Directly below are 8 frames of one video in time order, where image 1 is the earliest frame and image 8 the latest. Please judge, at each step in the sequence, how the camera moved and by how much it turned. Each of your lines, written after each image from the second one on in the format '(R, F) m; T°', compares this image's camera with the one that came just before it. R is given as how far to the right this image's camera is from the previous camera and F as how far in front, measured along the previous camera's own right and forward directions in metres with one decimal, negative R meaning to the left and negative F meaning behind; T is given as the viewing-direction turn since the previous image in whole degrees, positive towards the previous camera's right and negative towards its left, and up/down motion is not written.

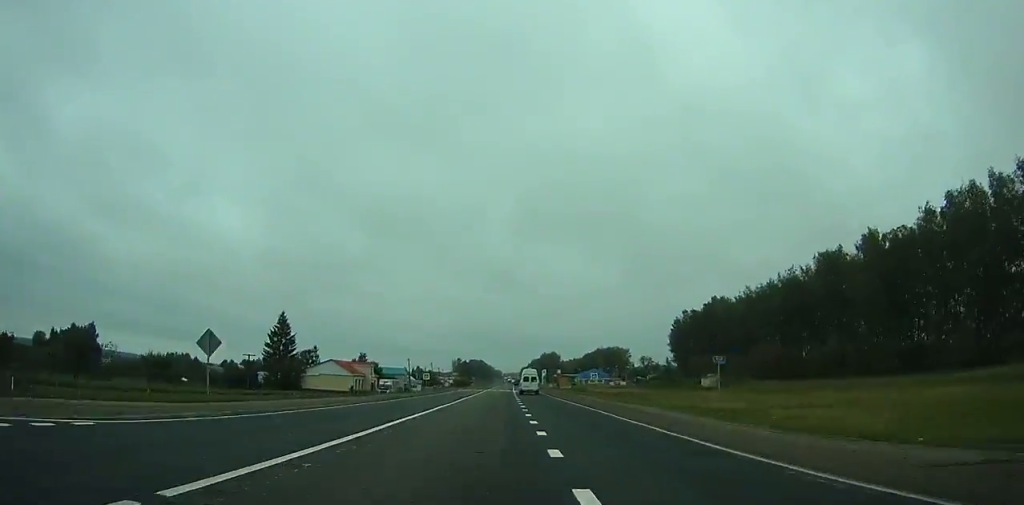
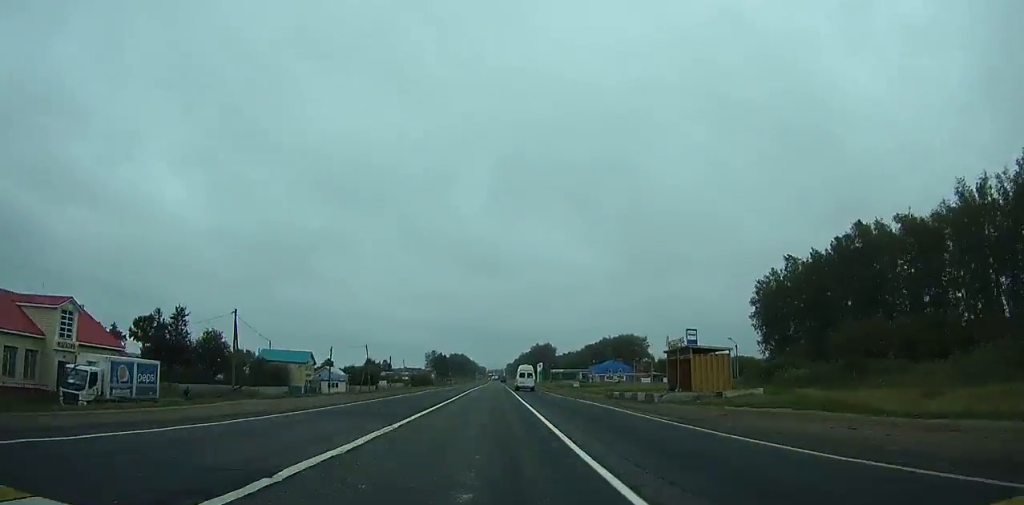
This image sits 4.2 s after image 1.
(+1.8, +82.3) m; +2°
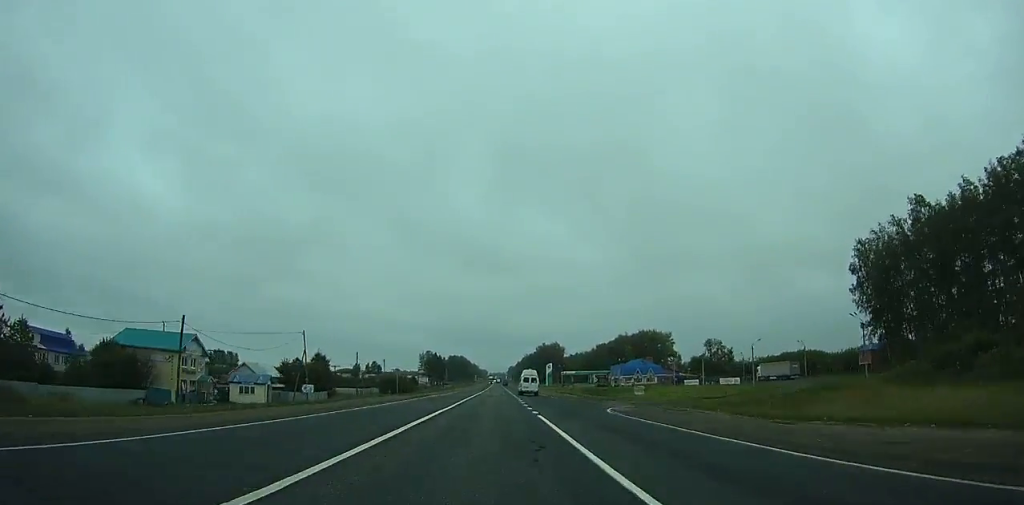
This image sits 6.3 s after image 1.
(+0.1, +41.6) m; 0°
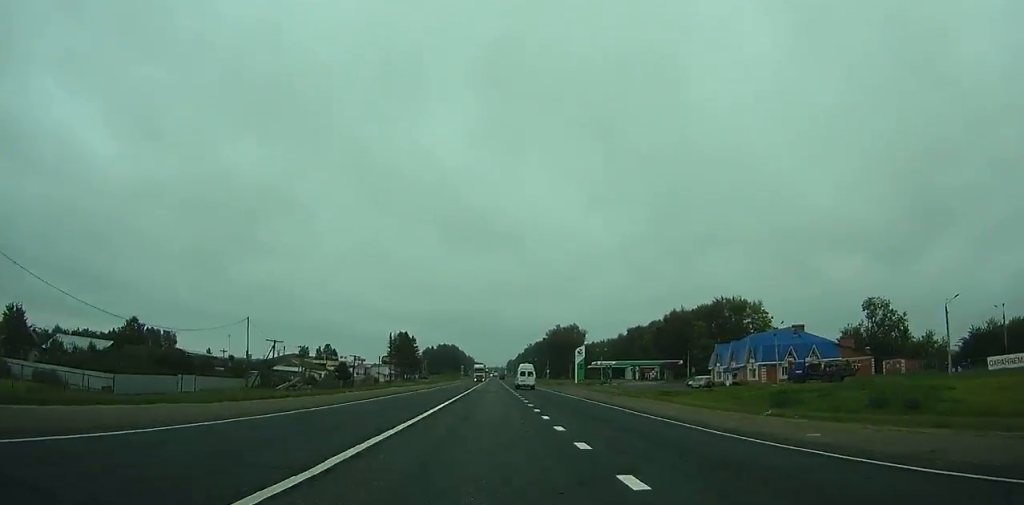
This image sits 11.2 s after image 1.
(-0.2, +98.8) m; 0°
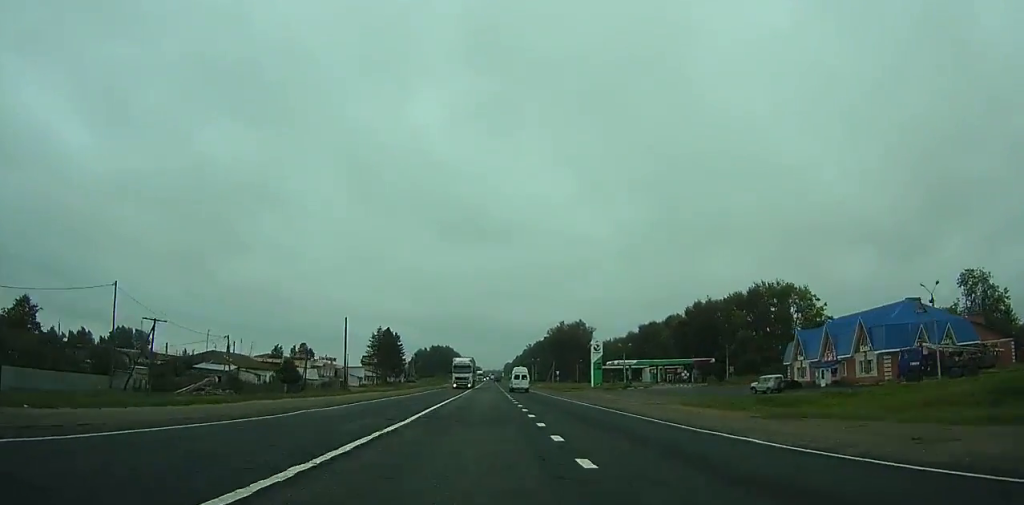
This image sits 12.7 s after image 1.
(0.0, +30.5) m; 0°
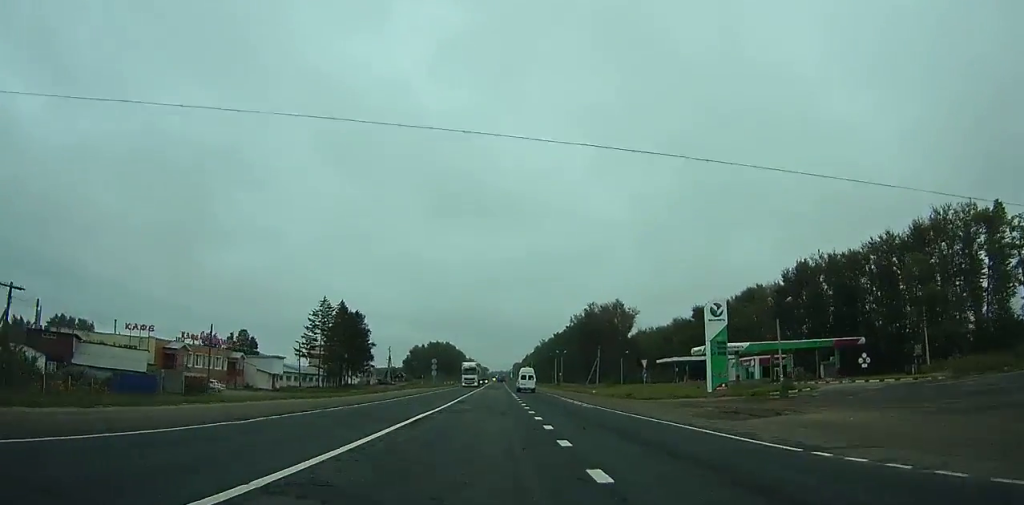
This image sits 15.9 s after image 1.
(0.0, +65.9) m; 0°
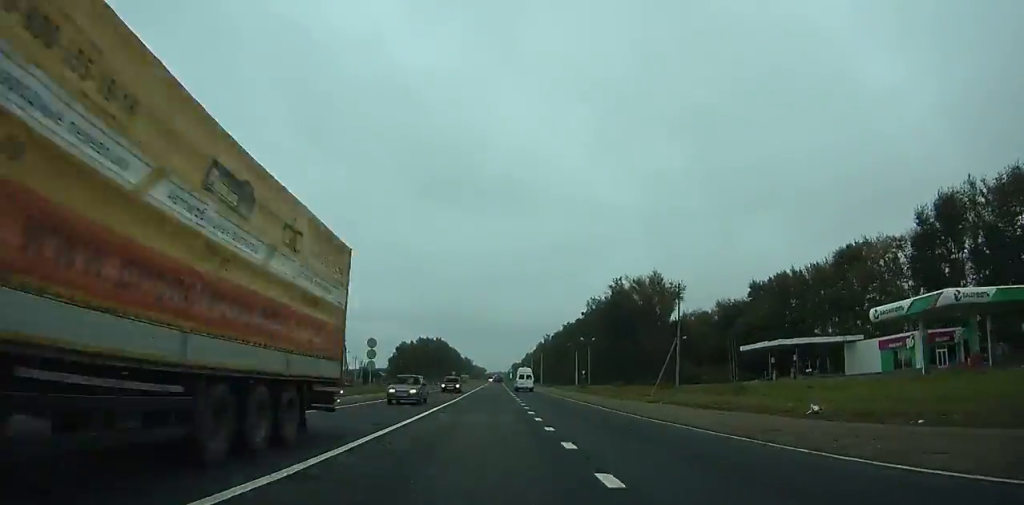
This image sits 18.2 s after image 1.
(-0.1, +47.9) m; 0°
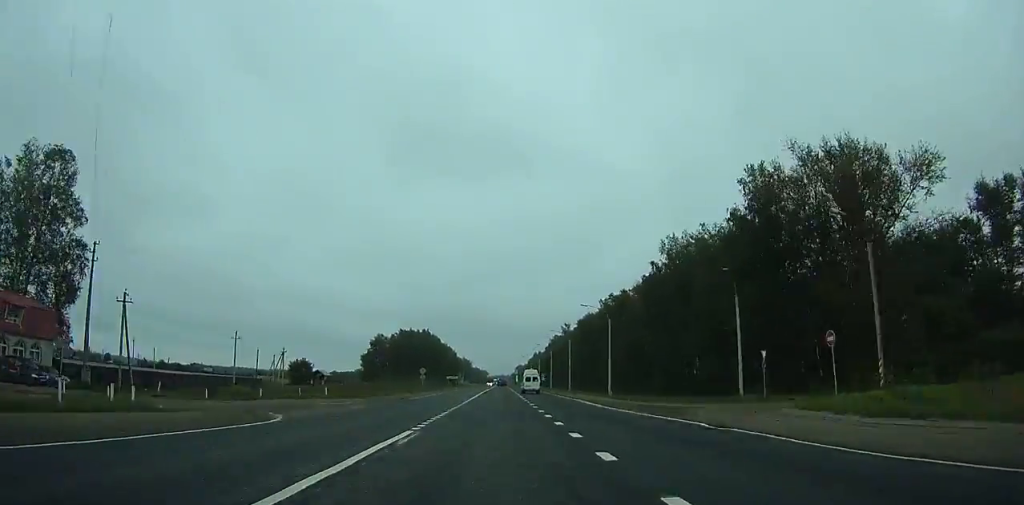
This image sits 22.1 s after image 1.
(-0.1, +82.3) m; 0°
